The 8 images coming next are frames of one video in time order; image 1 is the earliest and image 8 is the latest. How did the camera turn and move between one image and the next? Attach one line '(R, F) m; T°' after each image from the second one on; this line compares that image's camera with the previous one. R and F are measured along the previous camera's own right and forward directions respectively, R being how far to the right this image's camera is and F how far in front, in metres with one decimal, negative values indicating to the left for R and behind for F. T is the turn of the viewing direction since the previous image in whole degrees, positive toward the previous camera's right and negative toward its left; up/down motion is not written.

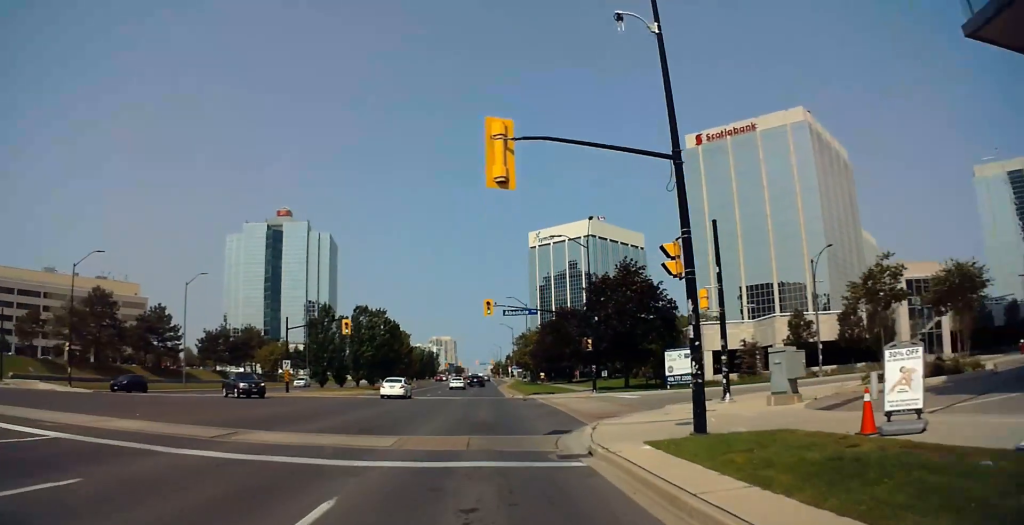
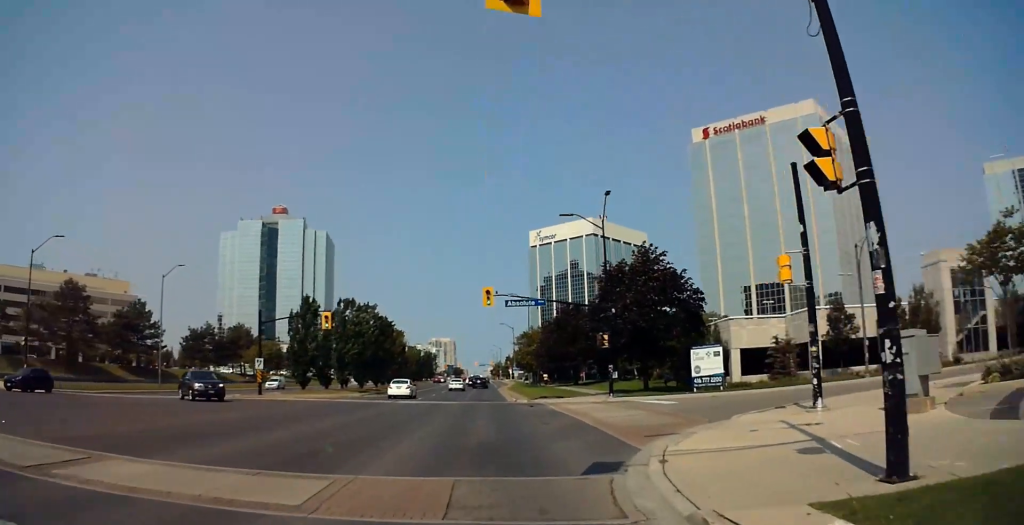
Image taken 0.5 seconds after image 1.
(+0.2, +6.4) m; 0°
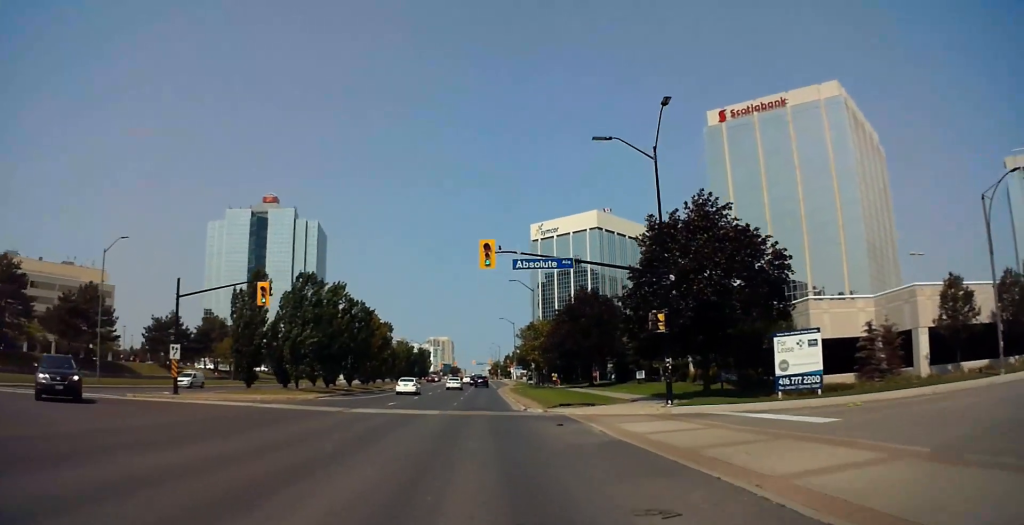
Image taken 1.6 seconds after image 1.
(-0.1, +13.1) m; -1°
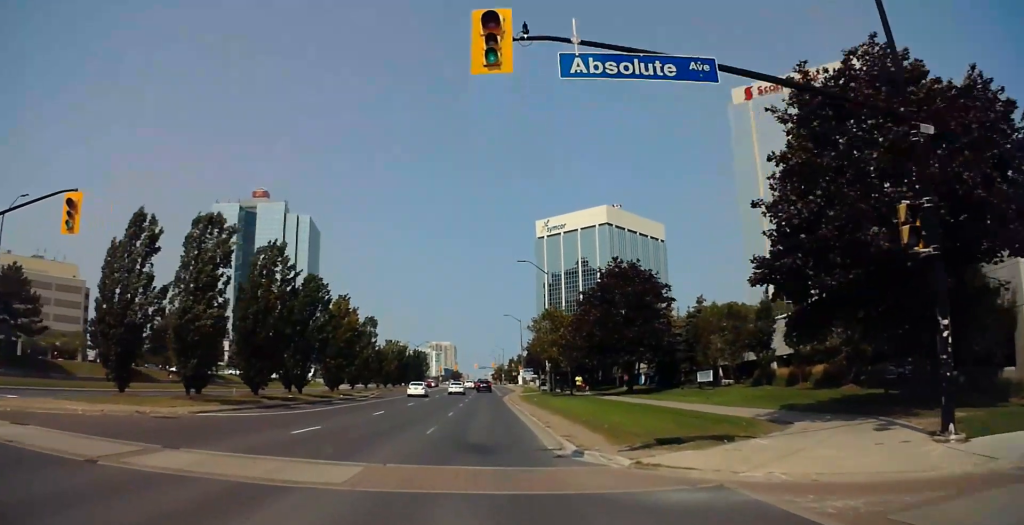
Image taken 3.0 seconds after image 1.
(-0.1, +17.5) m; 0°
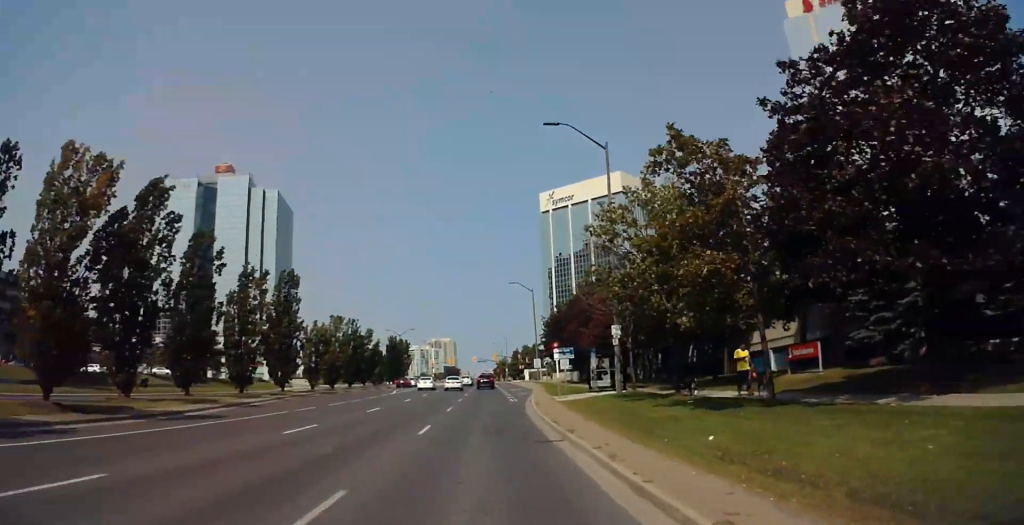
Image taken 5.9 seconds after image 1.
(+0.1, +38.8) m; 0°
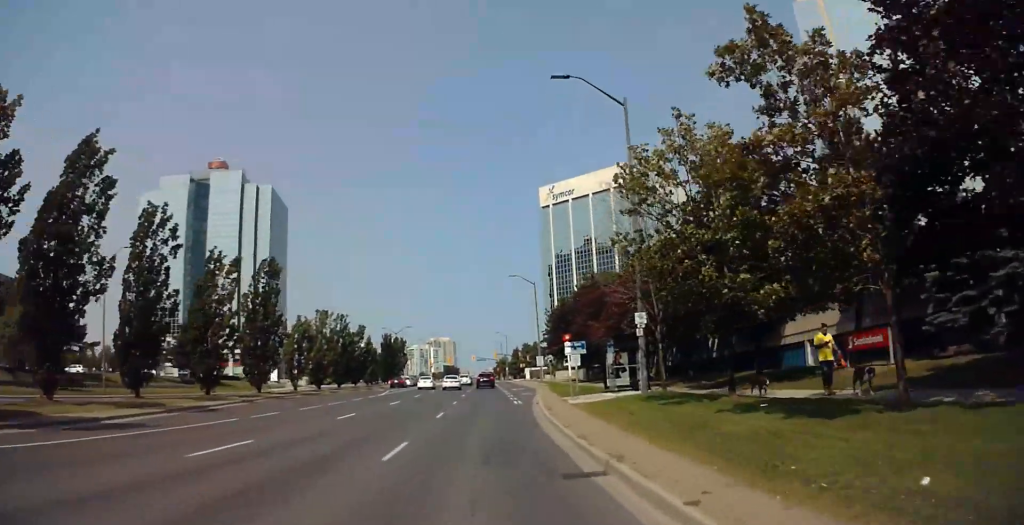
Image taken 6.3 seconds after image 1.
(0.0, +5.9) m; -1°
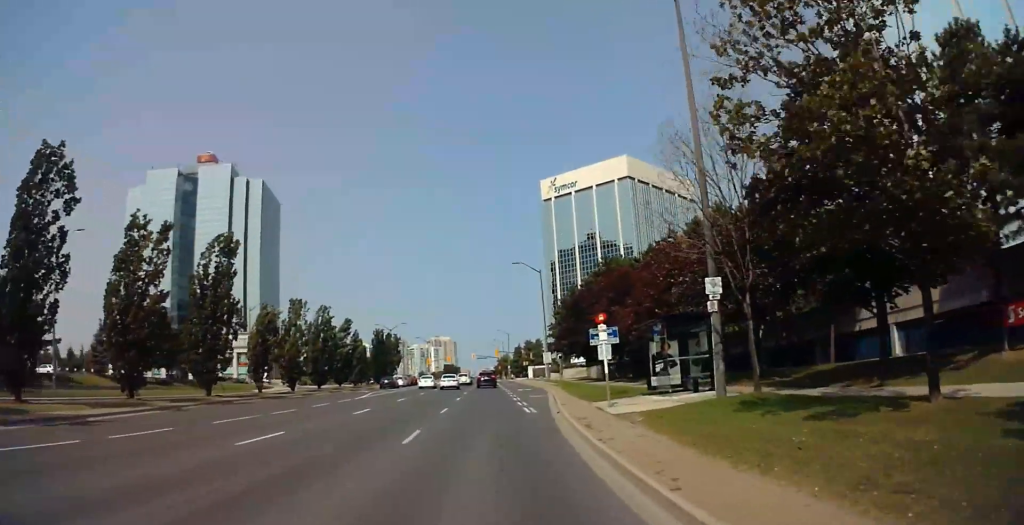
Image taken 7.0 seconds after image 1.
(0.0, +9.9) m; -1°
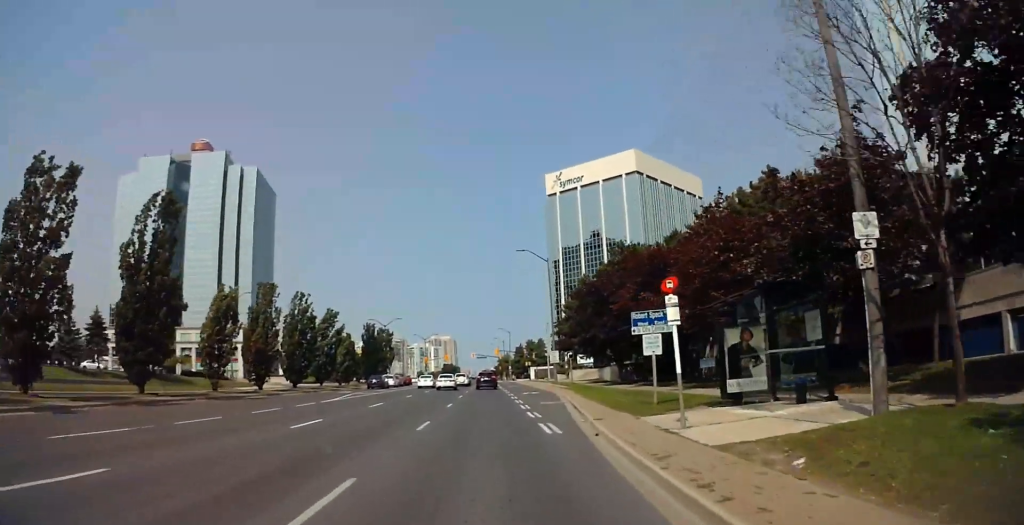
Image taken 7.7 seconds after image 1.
(-0.2, +8.8) m; 0°
